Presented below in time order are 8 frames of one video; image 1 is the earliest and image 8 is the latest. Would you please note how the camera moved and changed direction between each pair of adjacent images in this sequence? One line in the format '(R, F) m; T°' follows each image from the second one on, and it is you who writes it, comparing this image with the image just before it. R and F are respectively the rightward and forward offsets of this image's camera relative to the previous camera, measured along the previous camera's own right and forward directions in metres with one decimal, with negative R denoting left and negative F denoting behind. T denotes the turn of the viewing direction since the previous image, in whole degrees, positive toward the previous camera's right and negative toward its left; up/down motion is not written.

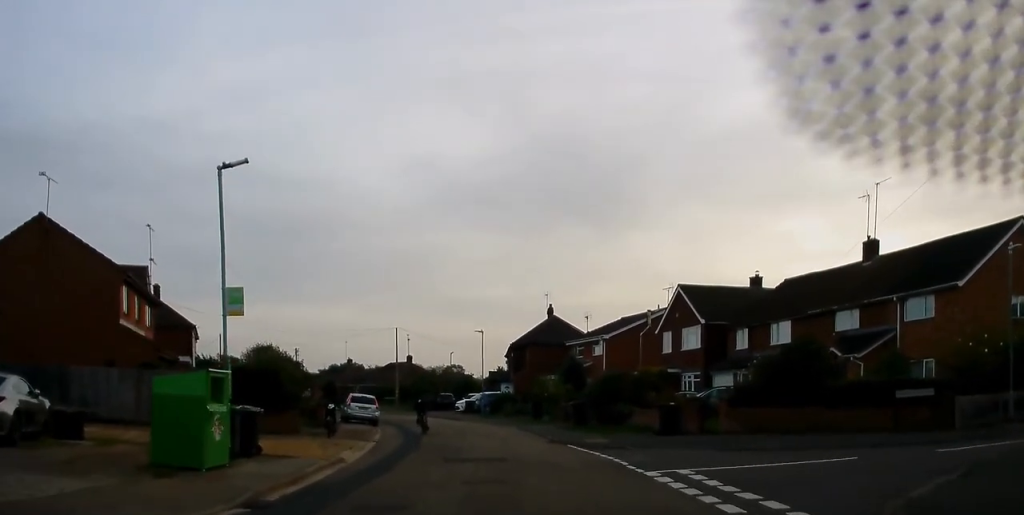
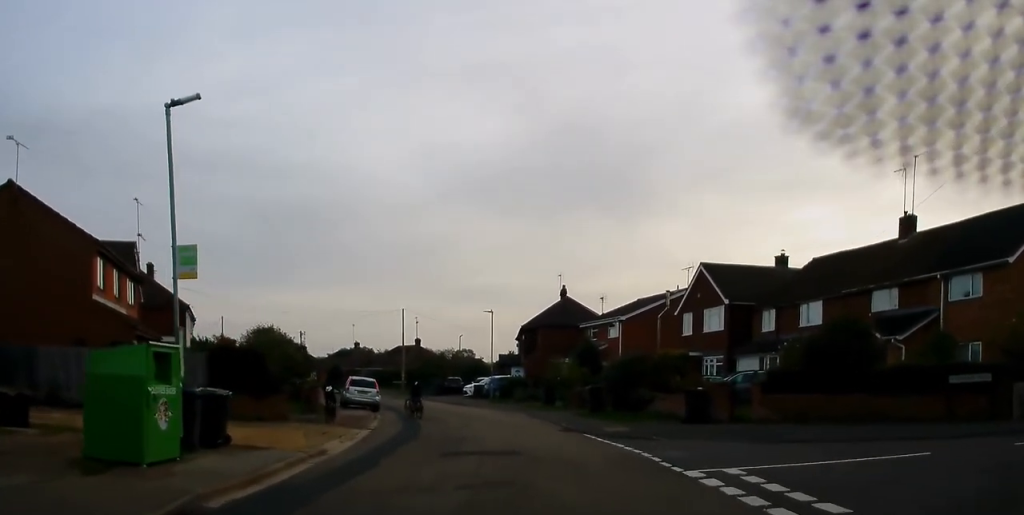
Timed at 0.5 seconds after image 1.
(0.0, +2.5) m; -1°
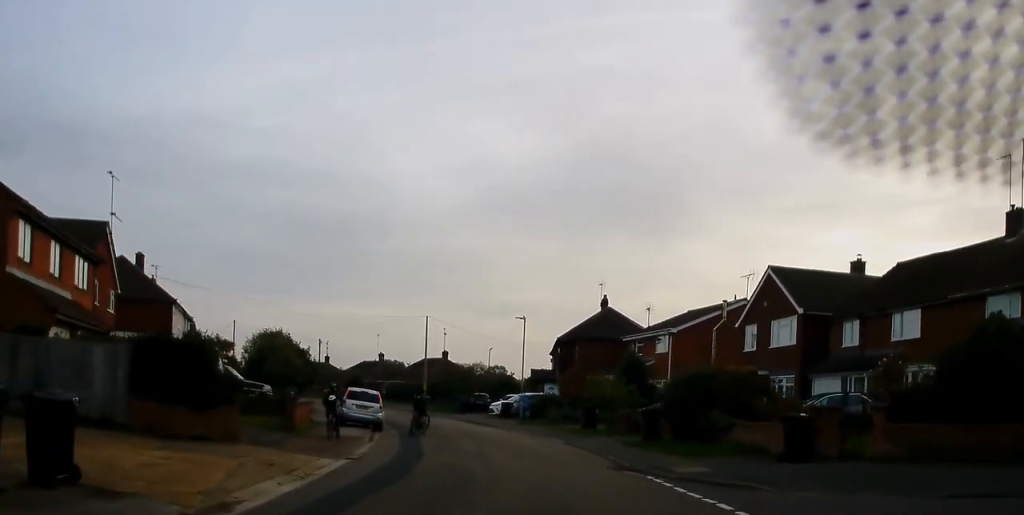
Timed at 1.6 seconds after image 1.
(-0.6, +6.4) m; -4°
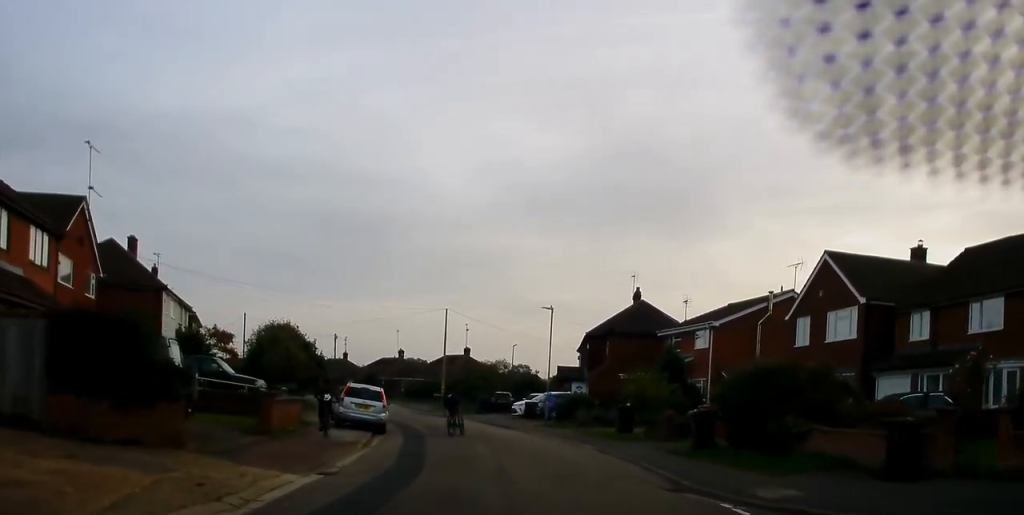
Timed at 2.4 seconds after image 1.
(+0.2, +4.1) m; -1°
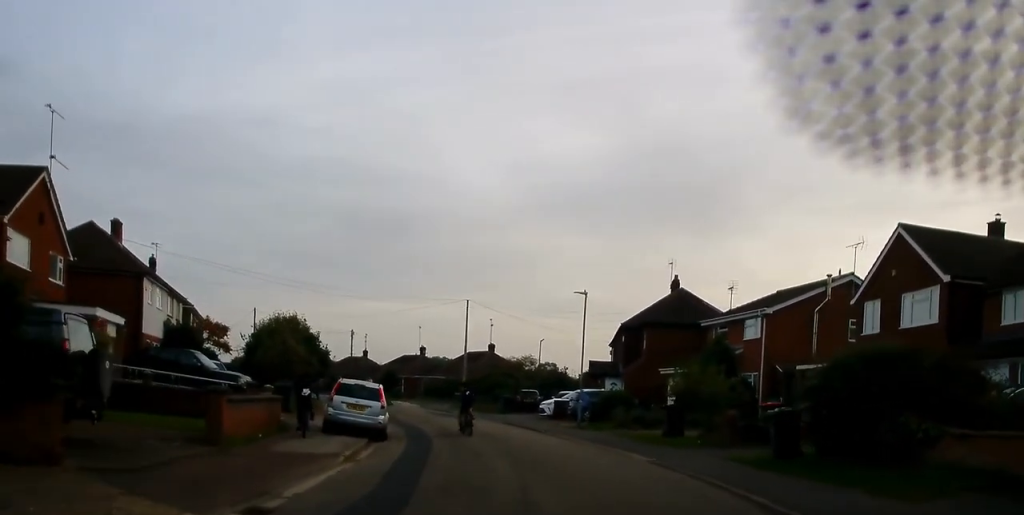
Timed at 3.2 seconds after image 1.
(-0.3, +4.8) m; -4°
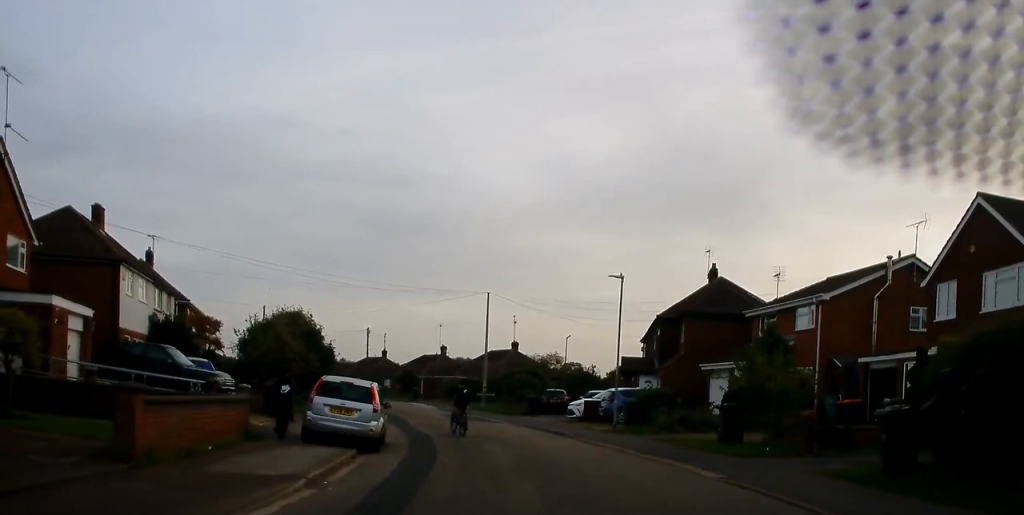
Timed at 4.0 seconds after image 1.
(0.0, +4.3) m; -2°
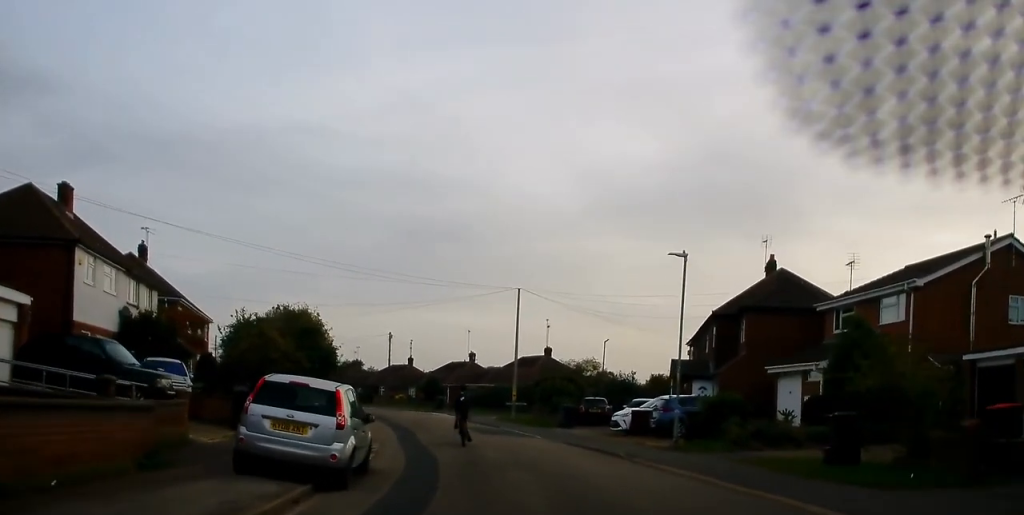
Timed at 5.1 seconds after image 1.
(-0.2, +5.8) m; -2°
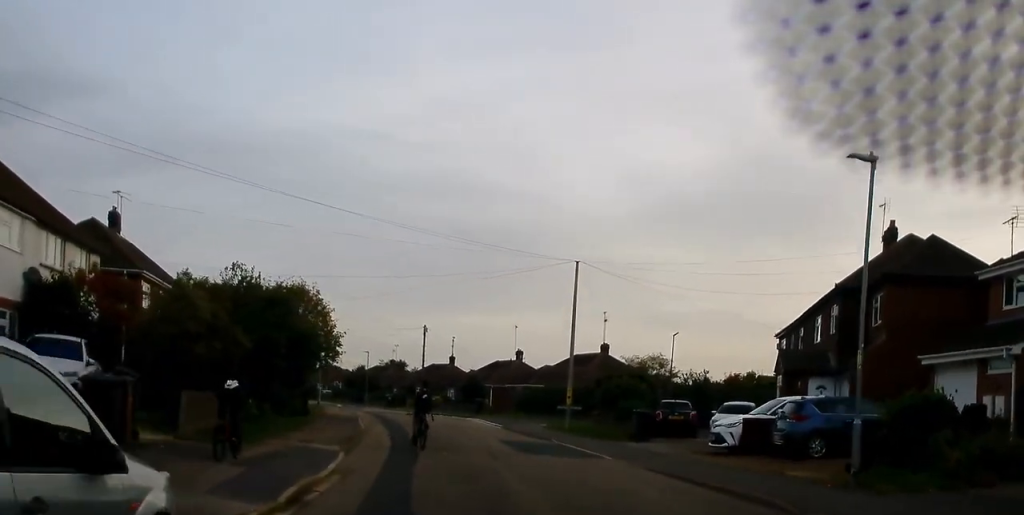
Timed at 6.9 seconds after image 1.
(-0.1, +9.4) m; -2°
